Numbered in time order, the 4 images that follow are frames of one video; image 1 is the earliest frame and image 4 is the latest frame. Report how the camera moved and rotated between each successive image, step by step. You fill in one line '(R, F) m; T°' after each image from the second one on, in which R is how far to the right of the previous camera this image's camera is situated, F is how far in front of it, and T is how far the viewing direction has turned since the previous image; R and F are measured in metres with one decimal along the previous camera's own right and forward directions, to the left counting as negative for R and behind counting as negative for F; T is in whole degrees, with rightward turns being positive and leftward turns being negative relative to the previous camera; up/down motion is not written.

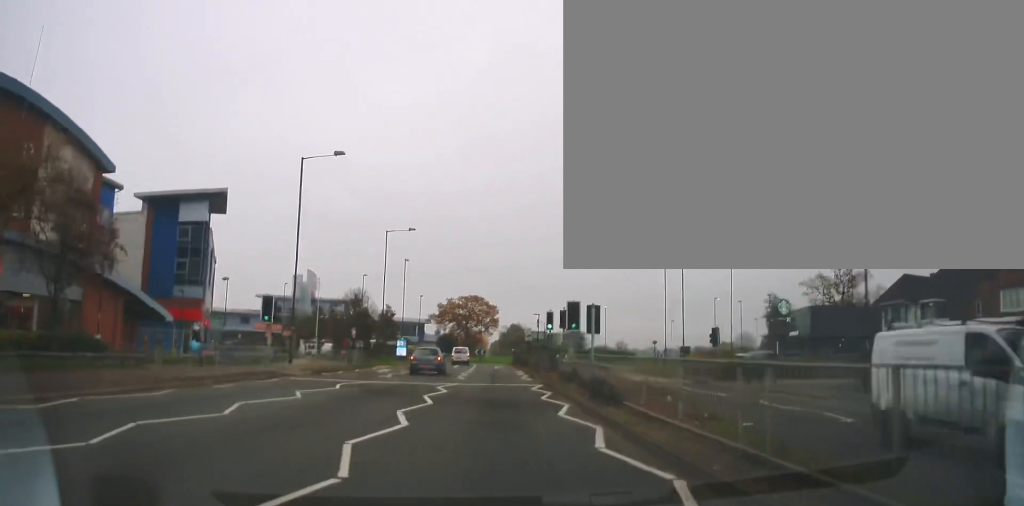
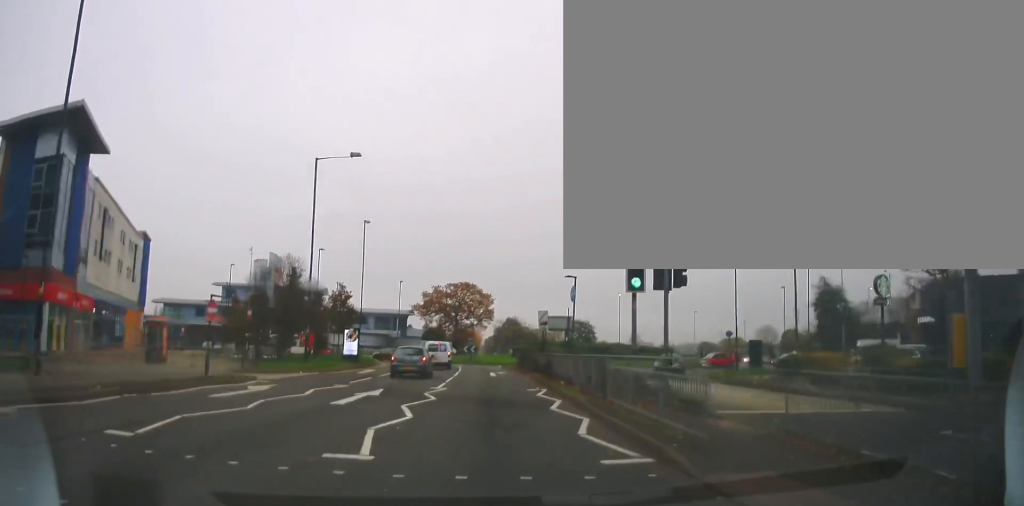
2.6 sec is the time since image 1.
(-0.5, +21.0) m; -2°
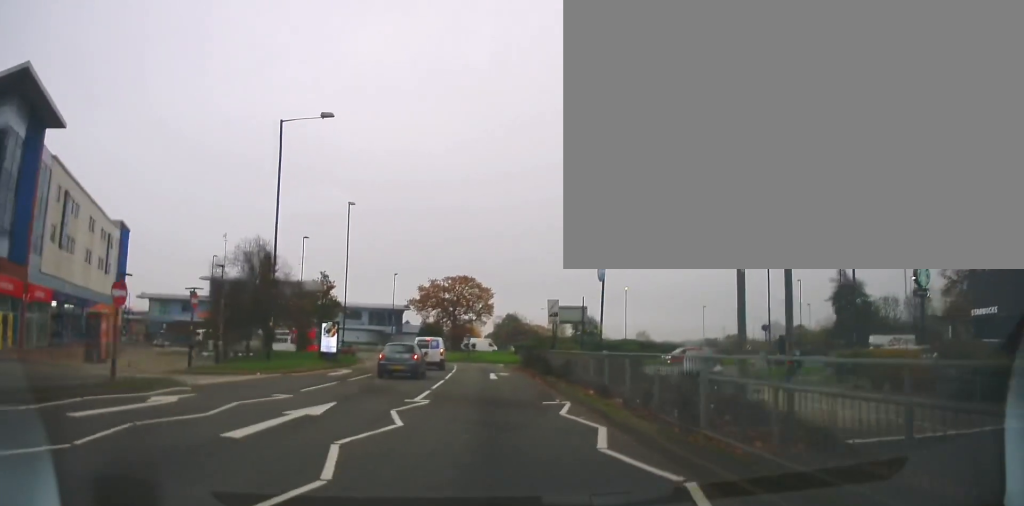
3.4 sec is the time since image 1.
(0.0, +5.7) m; +2°
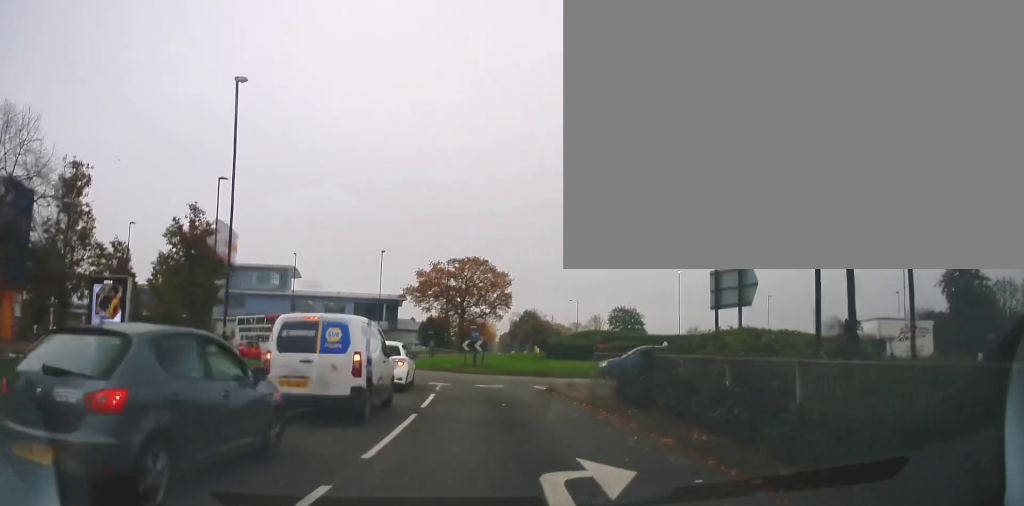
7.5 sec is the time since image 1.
(0.0, +25.2) m; -3°
